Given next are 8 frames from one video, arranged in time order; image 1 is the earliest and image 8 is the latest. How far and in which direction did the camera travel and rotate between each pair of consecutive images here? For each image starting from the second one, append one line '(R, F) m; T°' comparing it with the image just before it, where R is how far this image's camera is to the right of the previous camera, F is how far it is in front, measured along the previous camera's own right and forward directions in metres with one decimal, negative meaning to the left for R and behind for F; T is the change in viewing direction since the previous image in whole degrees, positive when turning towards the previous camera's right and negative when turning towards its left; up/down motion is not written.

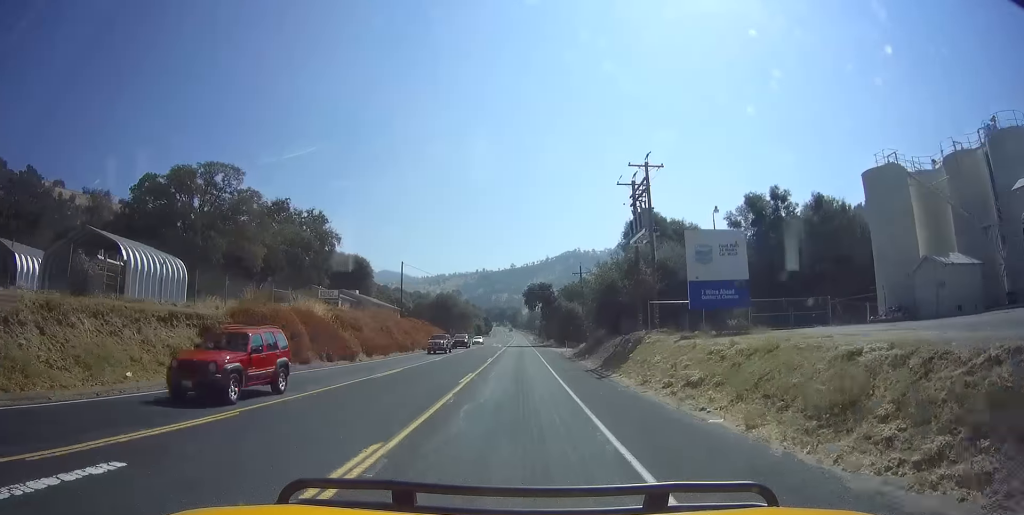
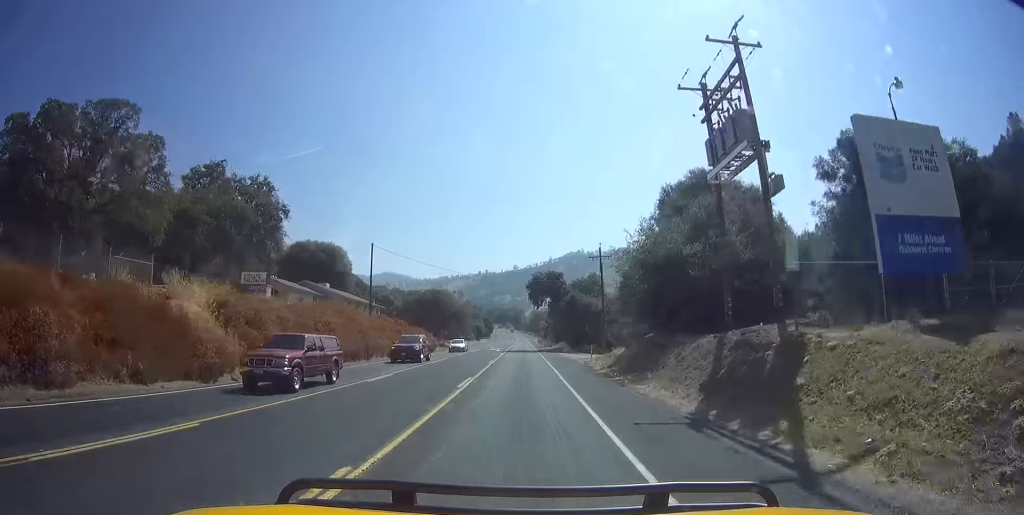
(+0.1, +16.1) m; 0°
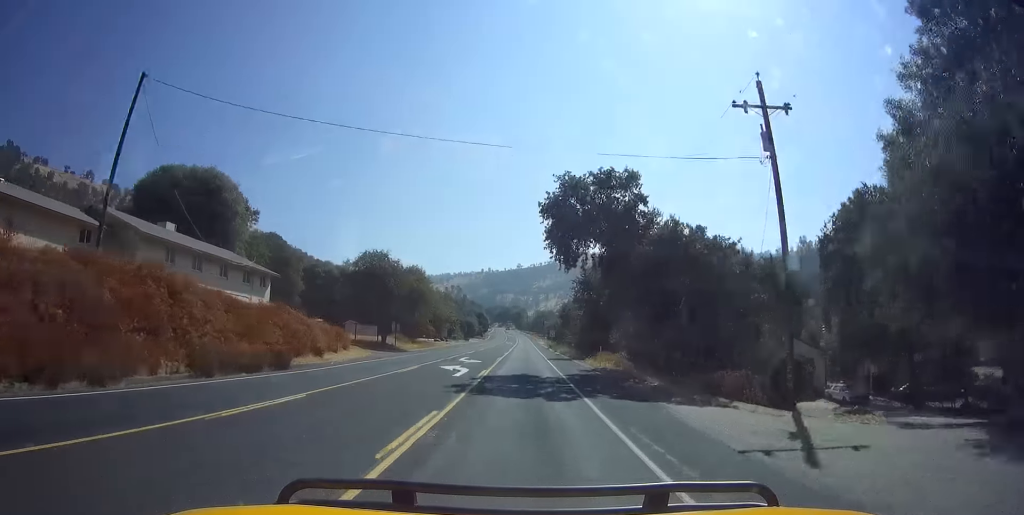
(-0.2, +39.2) m; 0°
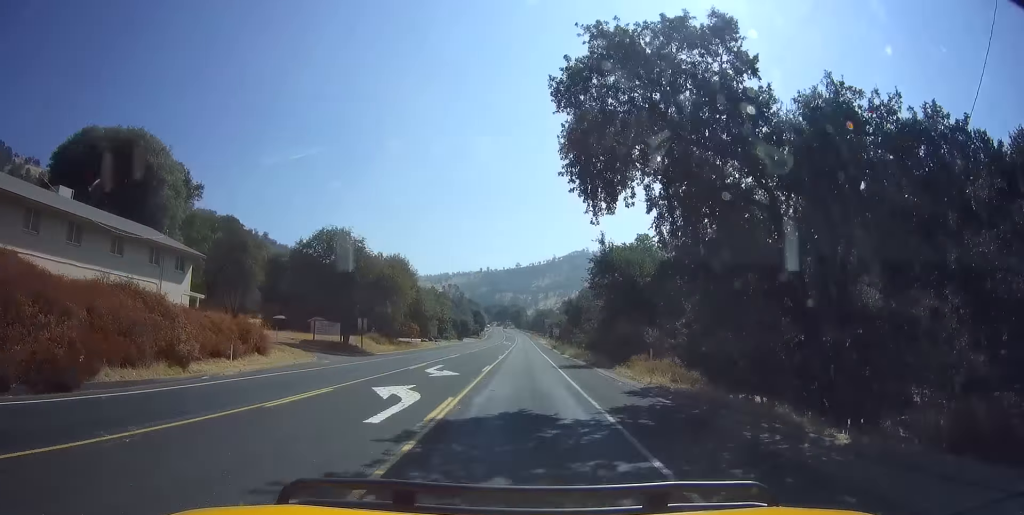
(+0.1, +12.4) m; 0°
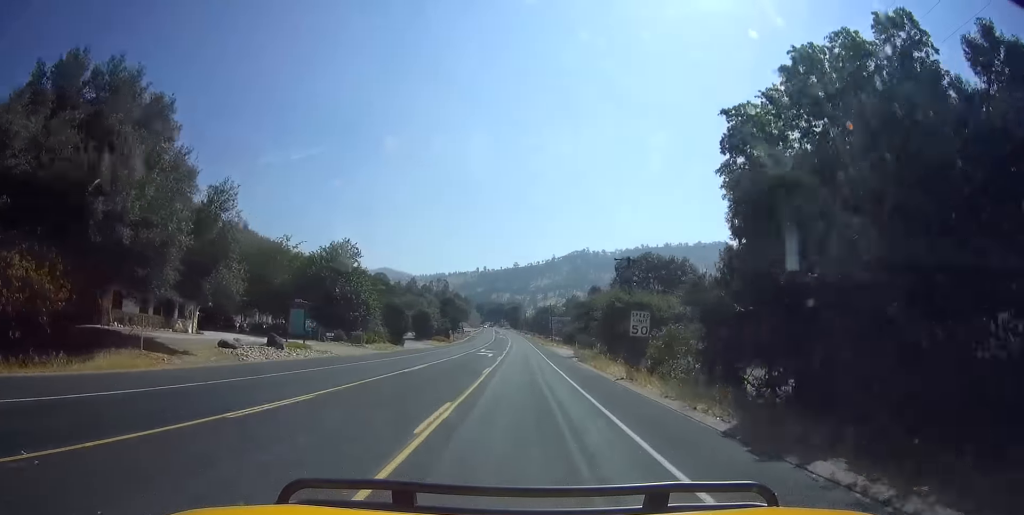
(+0.1, +59.5) m; 0°
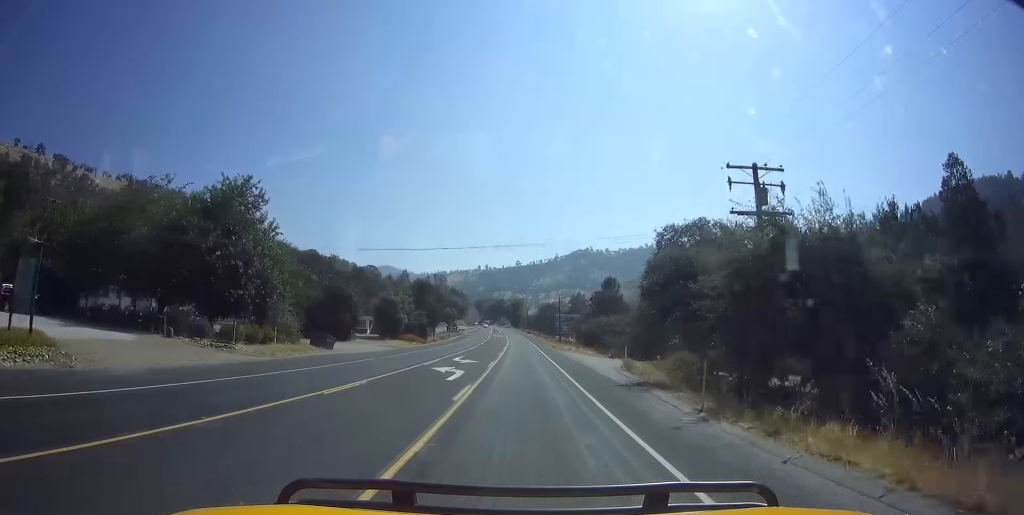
(0.0, +24.7) m; 0°
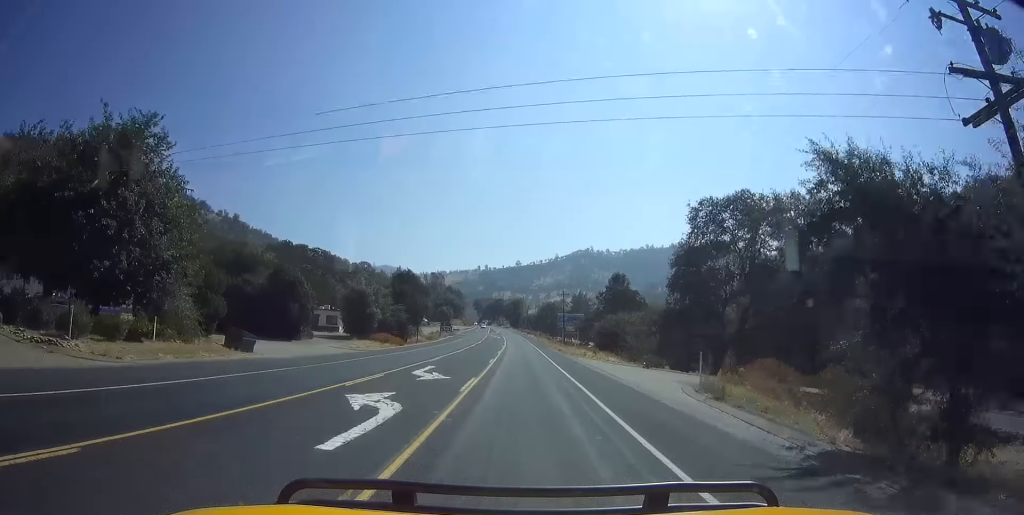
(0.0, +12.3) m; 0°
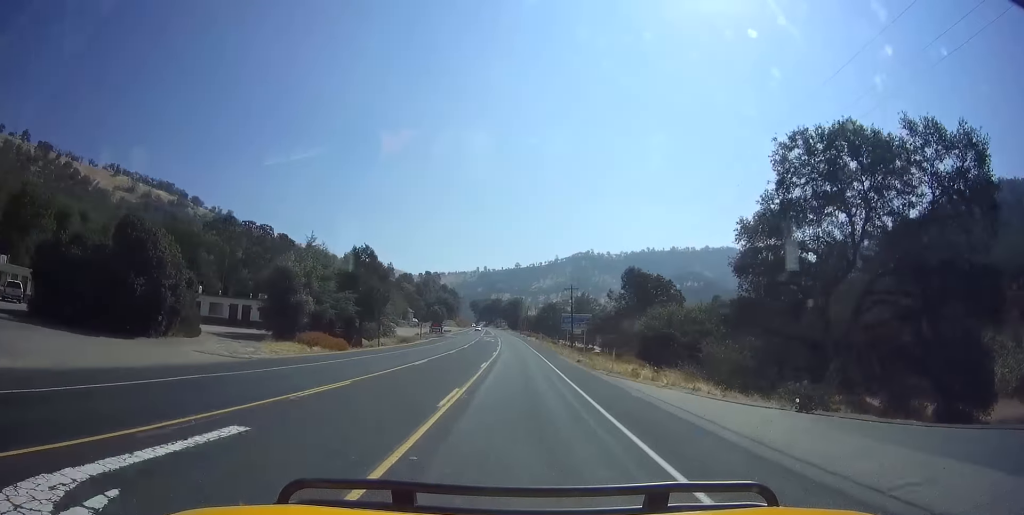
(-0.2, +17.7) m; 0°
